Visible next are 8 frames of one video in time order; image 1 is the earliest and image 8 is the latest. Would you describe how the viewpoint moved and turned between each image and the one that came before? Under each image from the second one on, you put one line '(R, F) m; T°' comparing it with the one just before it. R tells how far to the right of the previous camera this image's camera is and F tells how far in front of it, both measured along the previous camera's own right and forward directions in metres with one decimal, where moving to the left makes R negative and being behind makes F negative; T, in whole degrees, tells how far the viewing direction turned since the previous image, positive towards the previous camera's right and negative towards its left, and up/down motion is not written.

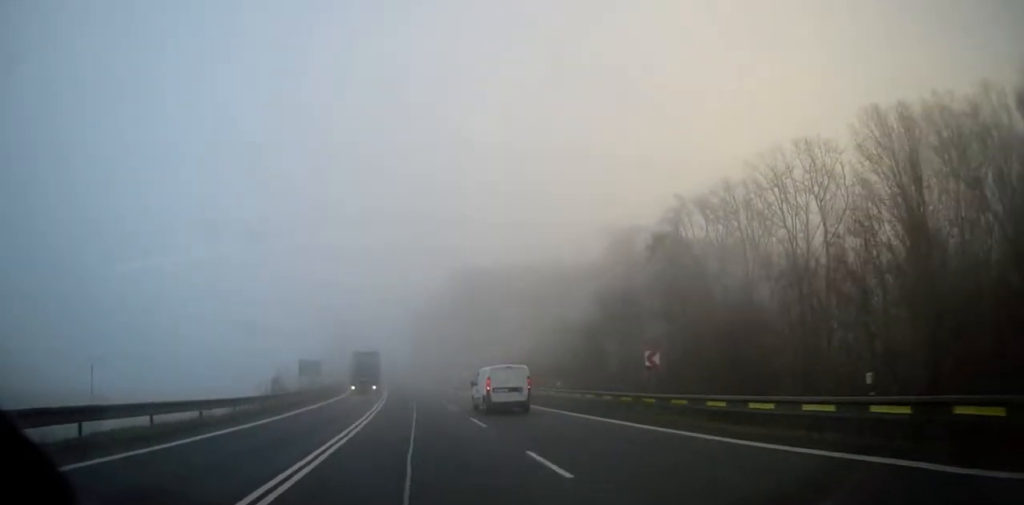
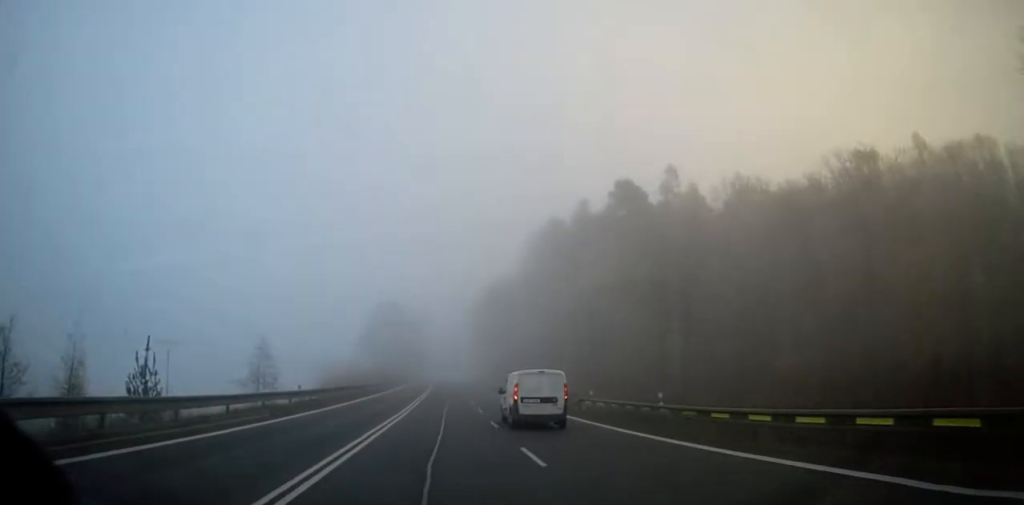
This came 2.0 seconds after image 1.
(-4.5, +63.2) m; -5°
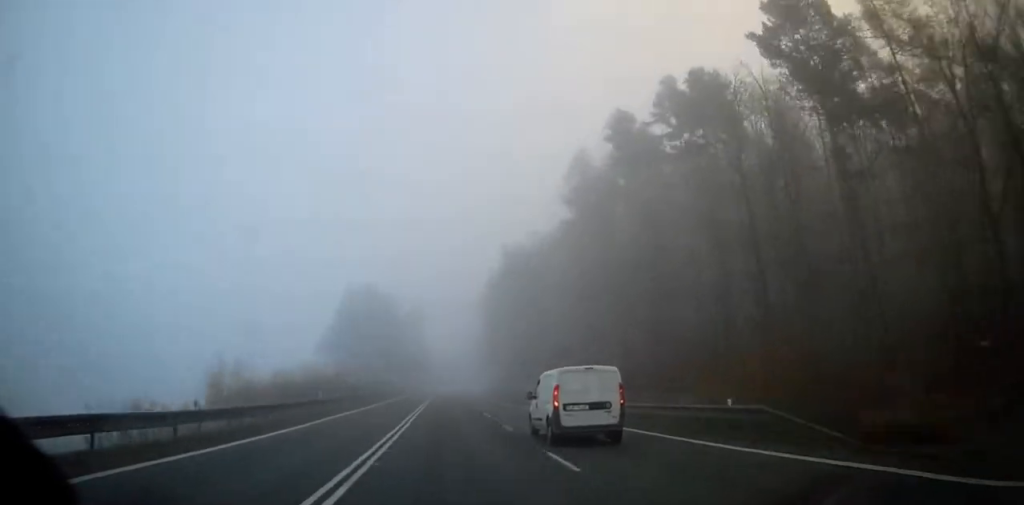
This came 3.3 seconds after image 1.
(+0.1, +42.0) m; 0°
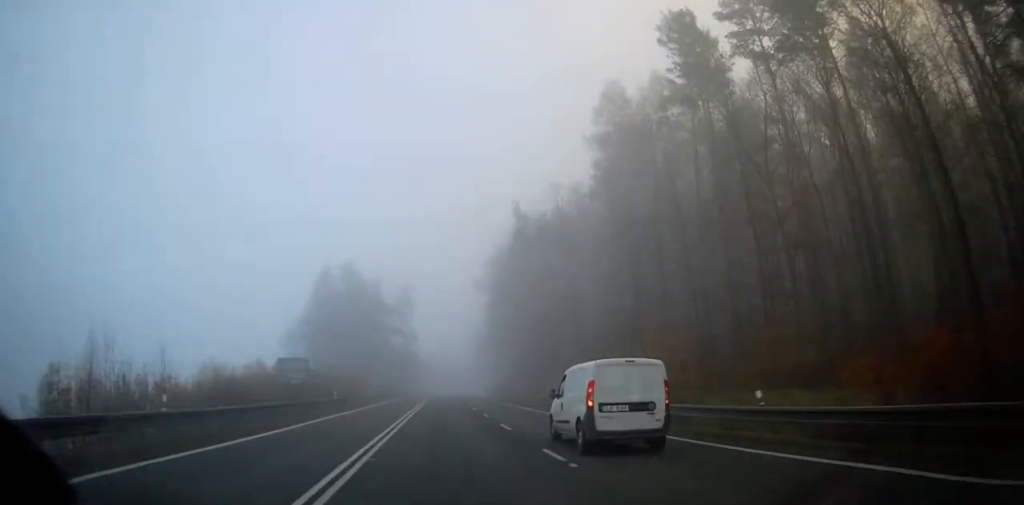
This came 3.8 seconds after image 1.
(0.0, +18.0) m; 0°
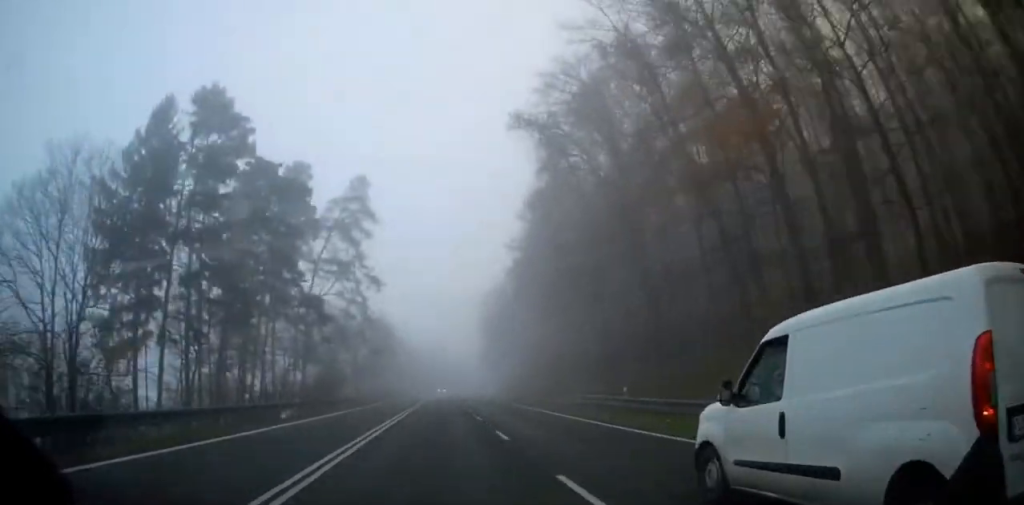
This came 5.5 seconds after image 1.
(+0.2, +57.9) m; +1°
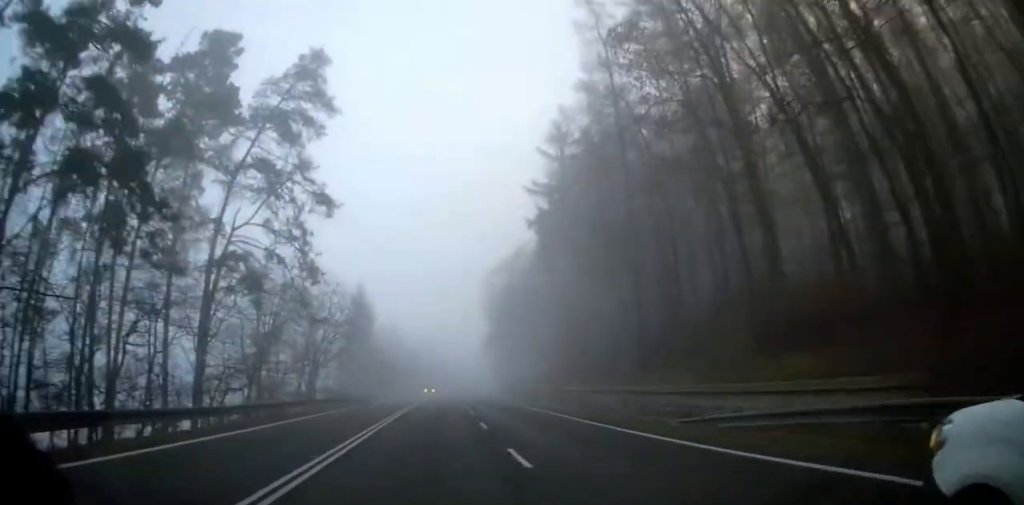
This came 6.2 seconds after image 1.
(+0.2, +22.8) m; +1°
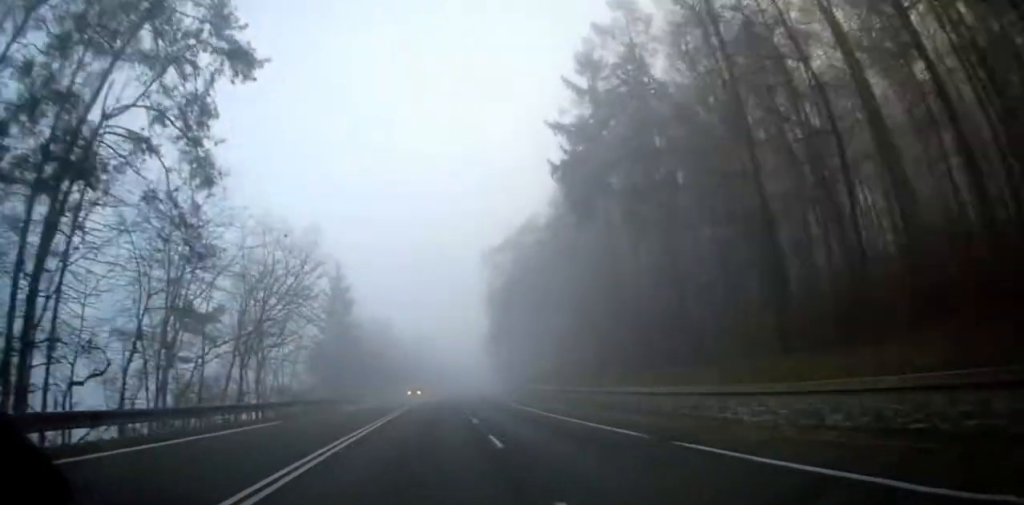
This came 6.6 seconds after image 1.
(0.0, +14.8) m; +1°
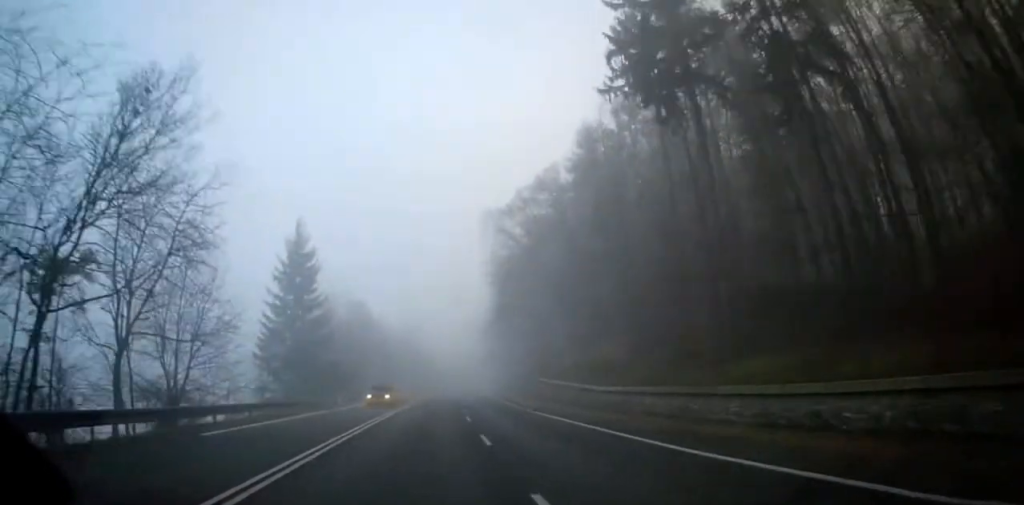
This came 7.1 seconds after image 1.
(+0.1, +17.1) m; +1°
